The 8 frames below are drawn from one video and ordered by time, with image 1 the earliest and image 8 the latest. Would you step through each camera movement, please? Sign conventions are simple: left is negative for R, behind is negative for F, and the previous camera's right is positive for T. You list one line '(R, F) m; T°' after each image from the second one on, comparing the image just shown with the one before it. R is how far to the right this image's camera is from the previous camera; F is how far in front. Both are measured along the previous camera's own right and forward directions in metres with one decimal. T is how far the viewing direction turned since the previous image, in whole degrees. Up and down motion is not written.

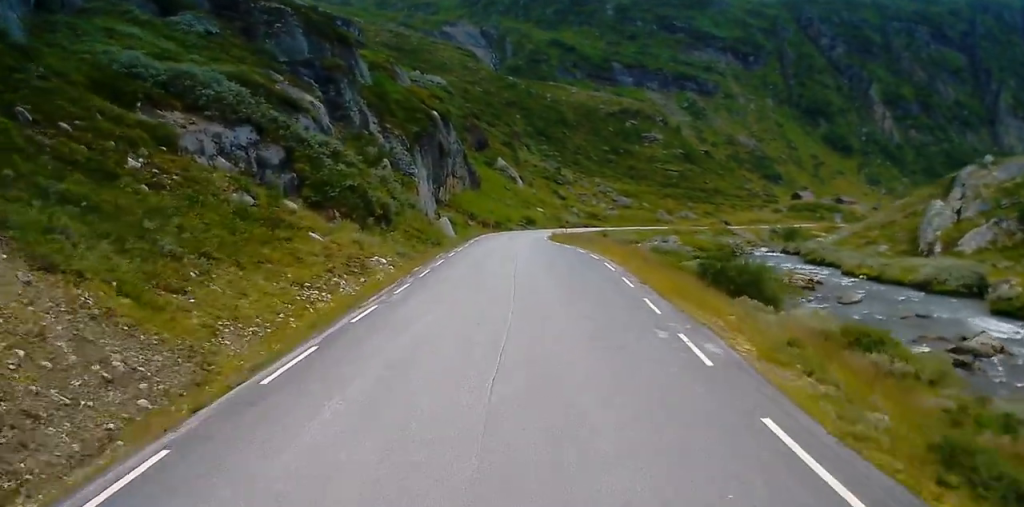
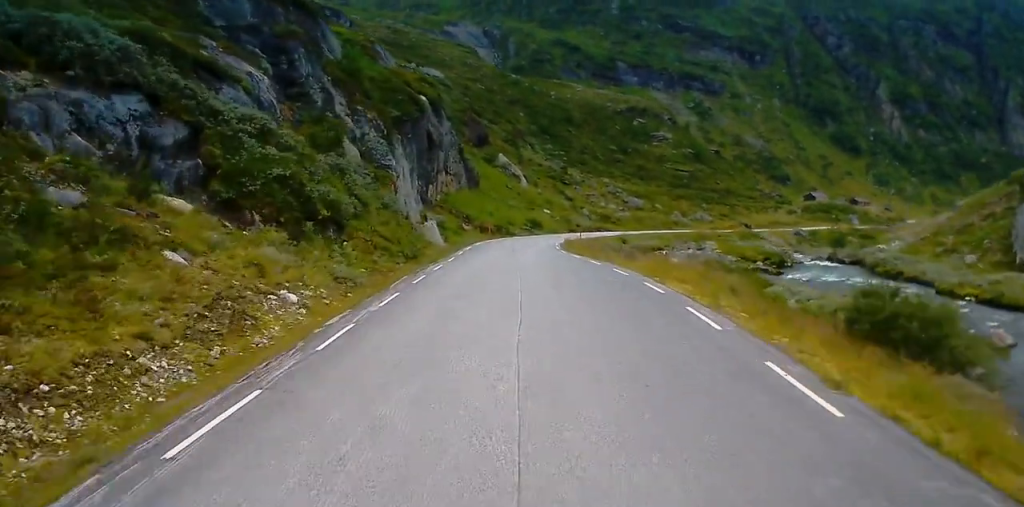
(-0.1, +15.3) m; -2°
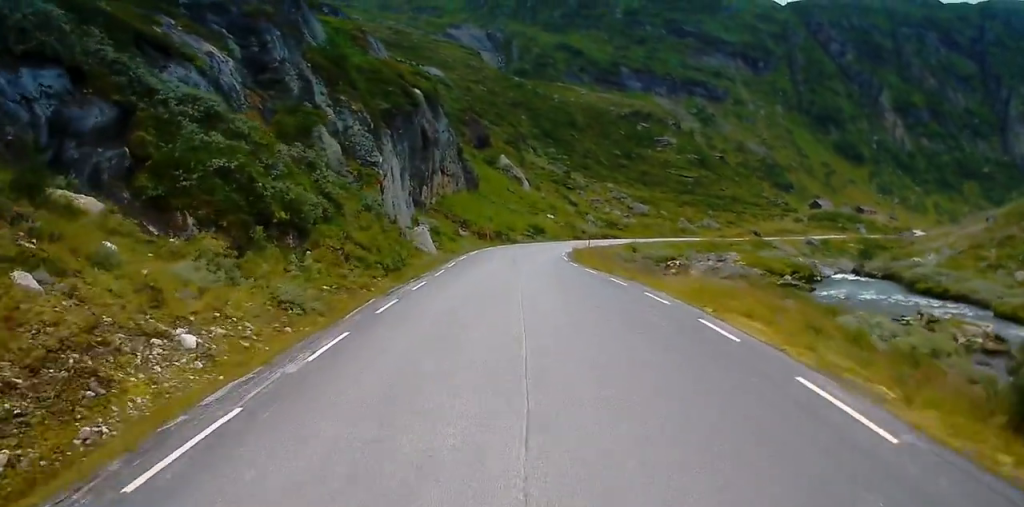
(-0.1, +6.9) m; 0°
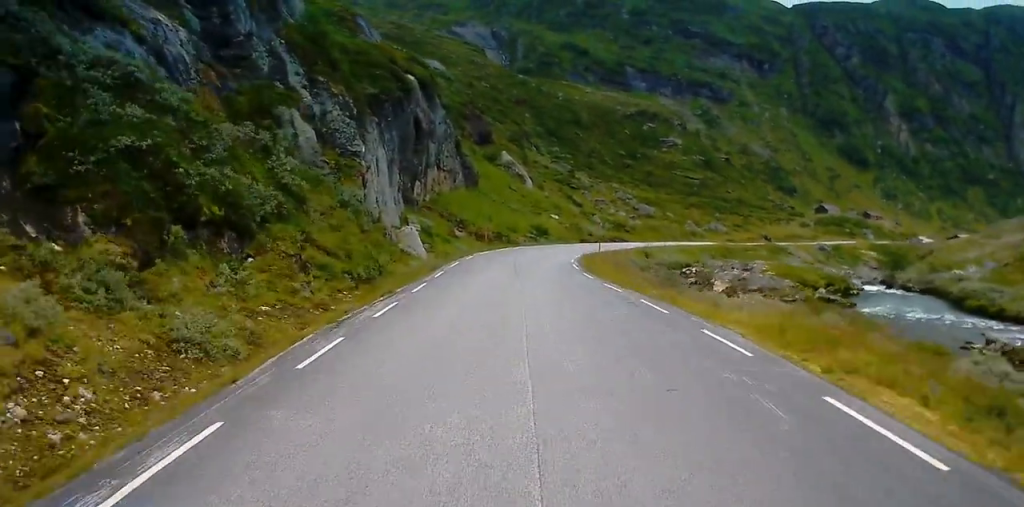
(-0.1, +6.9) m; 0°
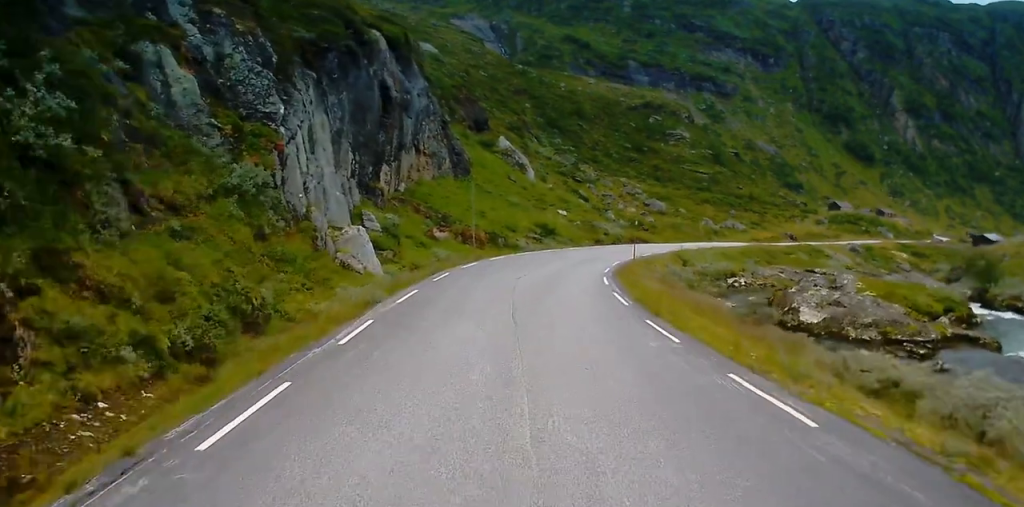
(+0.2, +16.1) m; +1°
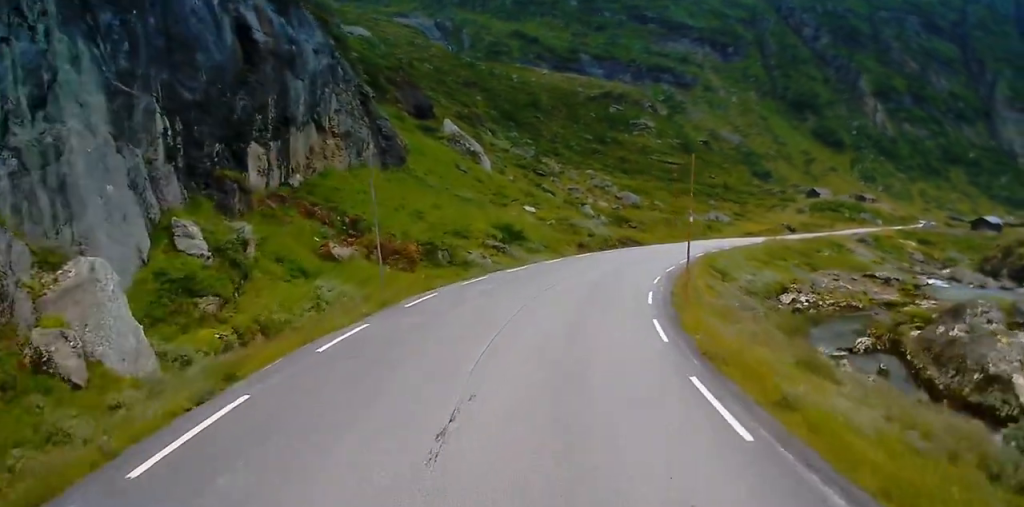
(+0.5, +18.6) m; +5°
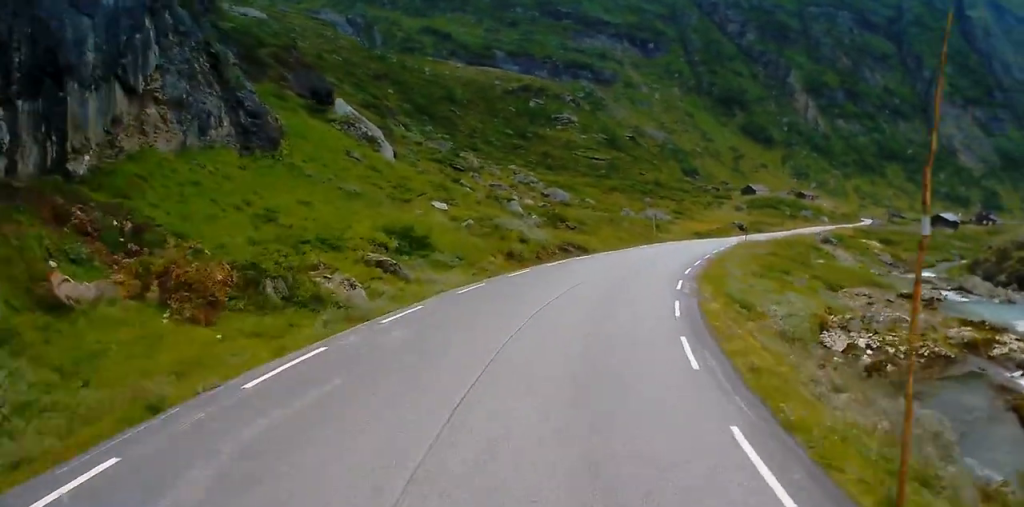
(+0.7, +14.4) m; +5°
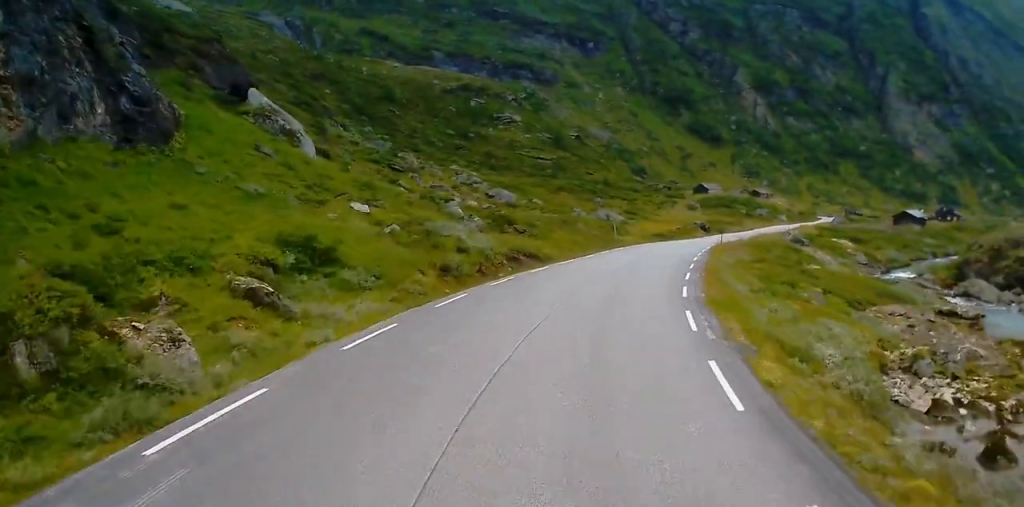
(+0.2, +8.4) m; +2°
